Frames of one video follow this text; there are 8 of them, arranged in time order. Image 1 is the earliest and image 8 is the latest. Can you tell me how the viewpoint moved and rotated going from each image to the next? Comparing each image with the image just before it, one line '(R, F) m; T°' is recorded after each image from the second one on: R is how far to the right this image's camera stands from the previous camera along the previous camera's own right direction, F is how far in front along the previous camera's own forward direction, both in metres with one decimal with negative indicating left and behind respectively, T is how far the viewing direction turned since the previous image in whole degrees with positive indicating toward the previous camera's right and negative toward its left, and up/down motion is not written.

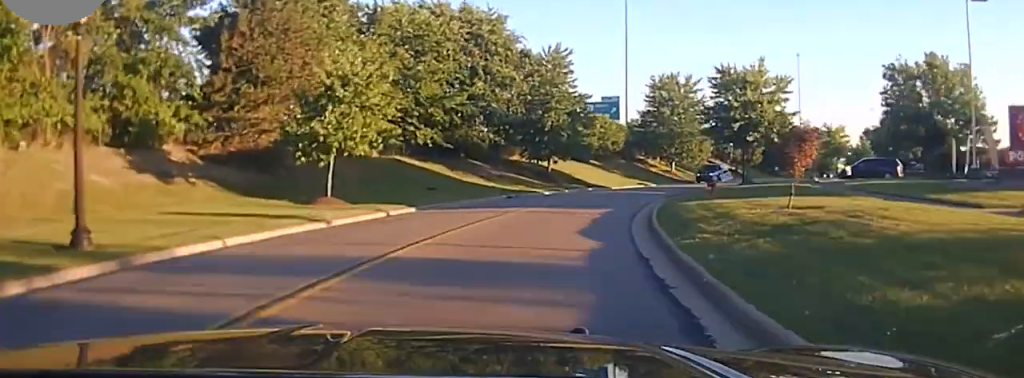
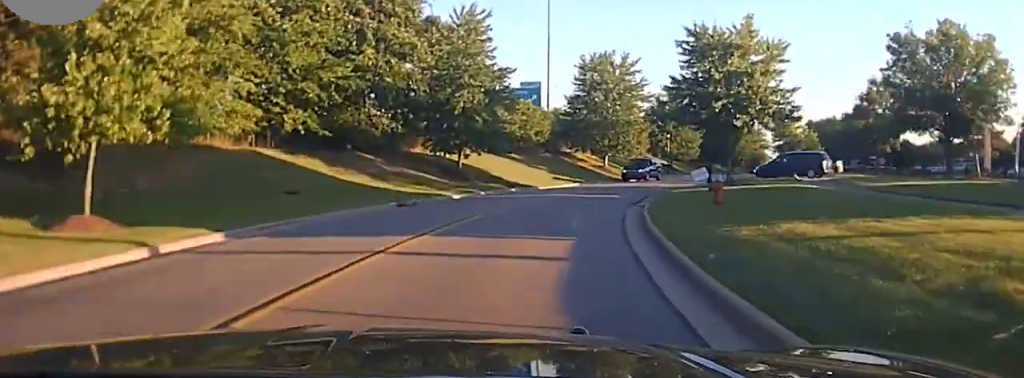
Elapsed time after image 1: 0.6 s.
(+0.7, +12.7) m; +6°
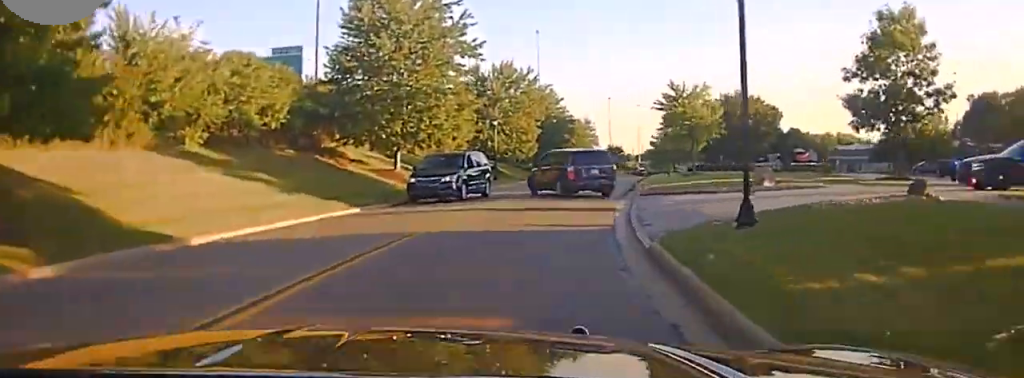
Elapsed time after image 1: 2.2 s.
(+4.2, +32.8) m; +12°
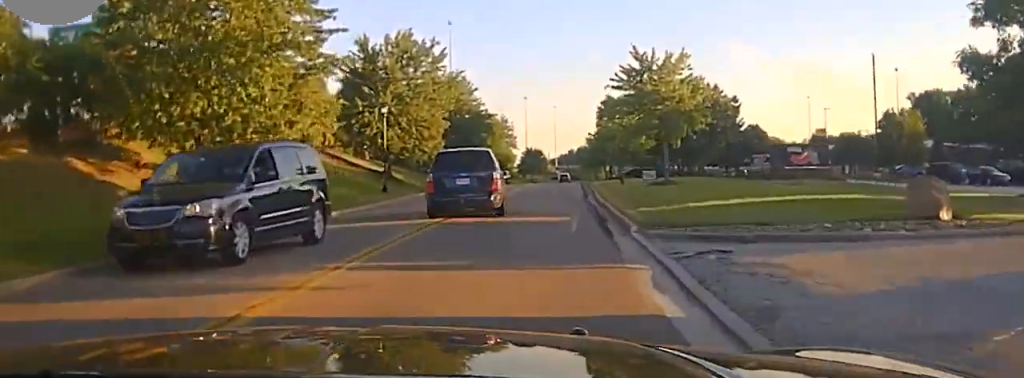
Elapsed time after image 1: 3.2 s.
(+0.3, +18.5) m; +4°
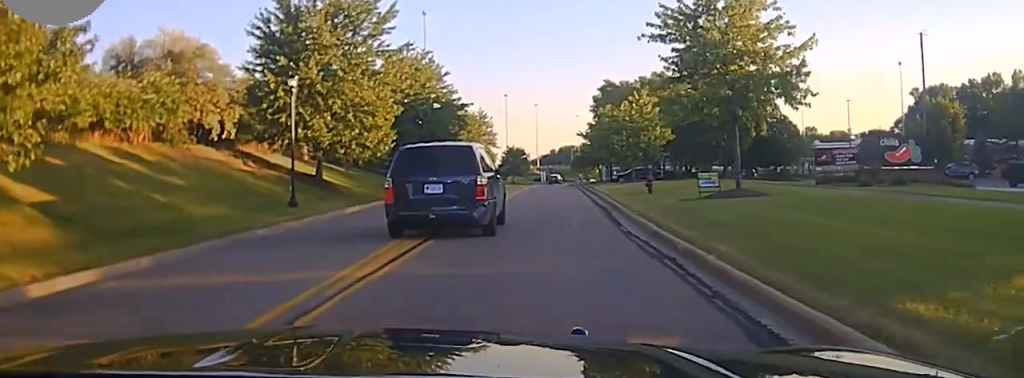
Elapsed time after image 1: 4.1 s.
(+0.9, +15.3) m; +5°
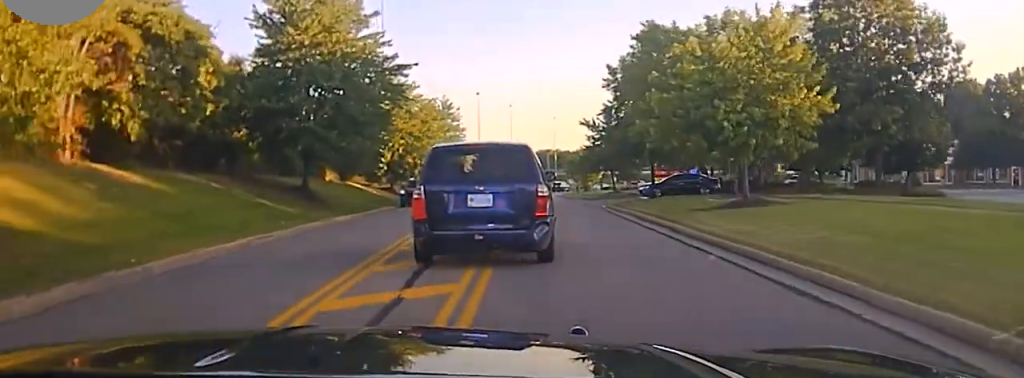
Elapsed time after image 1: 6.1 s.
(+0.6, +32.3) m; 0°
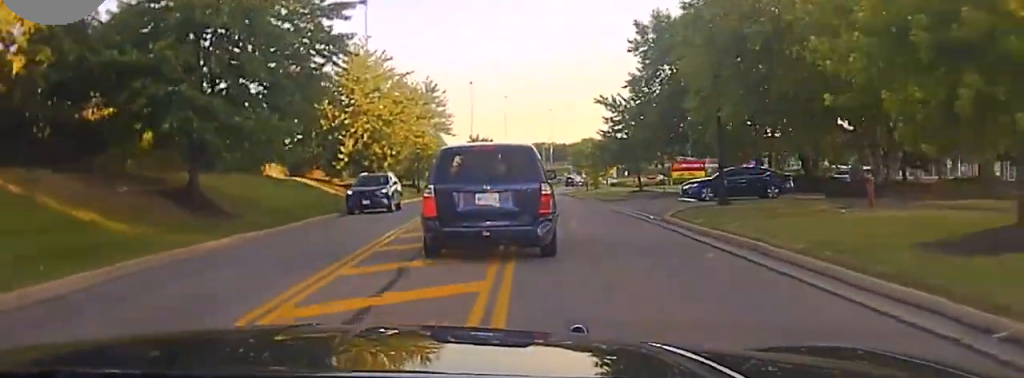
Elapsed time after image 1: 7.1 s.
(-0.3, +14.1) m; 0°
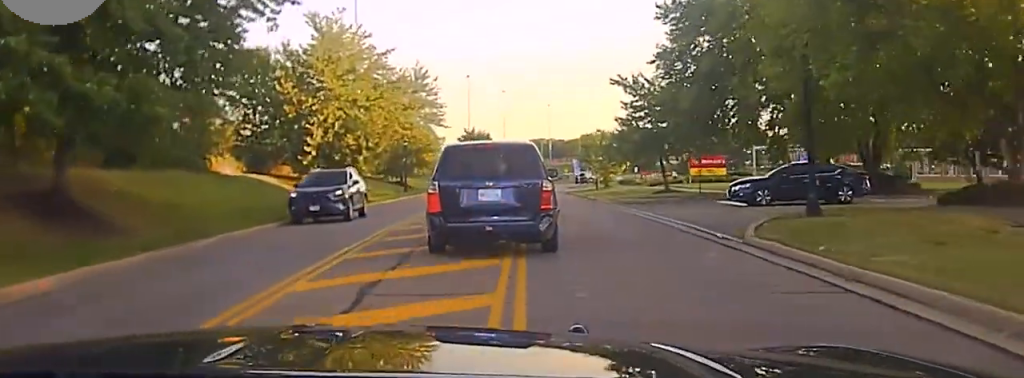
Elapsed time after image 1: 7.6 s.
(+0.2, +7.6) m; +1°
